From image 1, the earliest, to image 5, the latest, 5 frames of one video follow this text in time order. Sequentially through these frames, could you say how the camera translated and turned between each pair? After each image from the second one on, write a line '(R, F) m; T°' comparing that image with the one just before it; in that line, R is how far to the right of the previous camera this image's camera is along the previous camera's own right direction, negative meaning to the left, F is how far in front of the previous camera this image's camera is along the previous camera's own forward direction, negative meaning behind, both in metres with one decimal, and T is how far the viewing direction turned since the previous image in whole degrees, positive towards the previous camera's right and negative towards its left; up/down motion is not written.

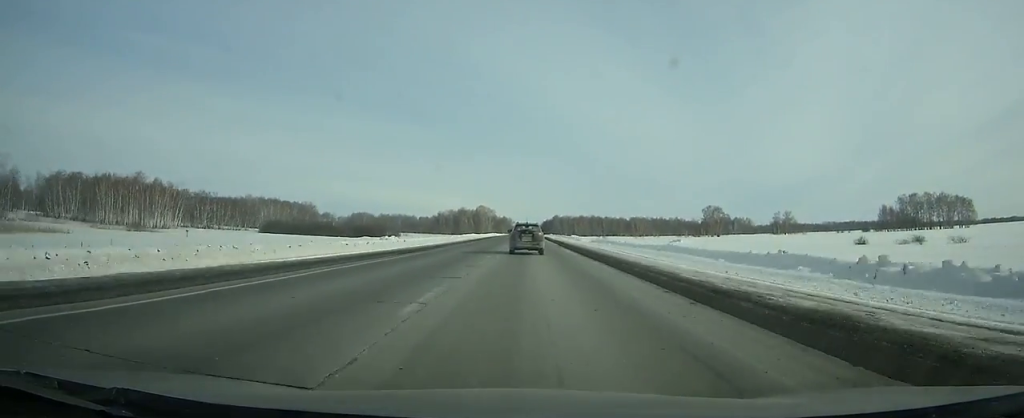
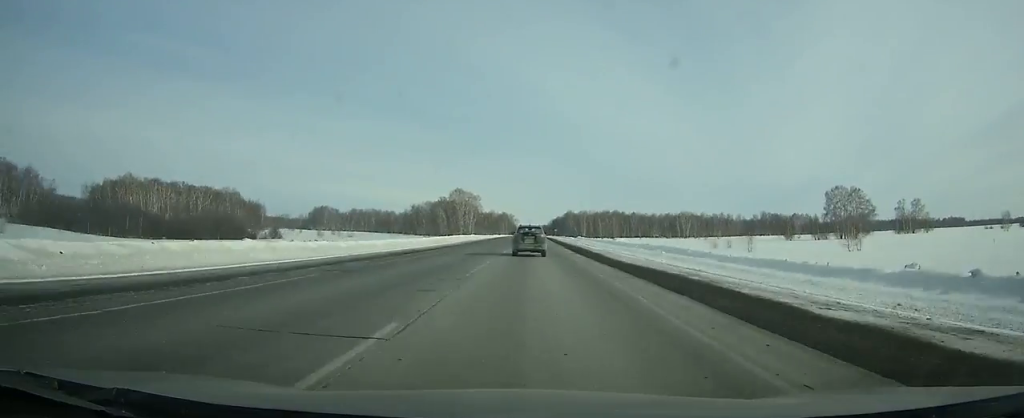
(-0.4, +149.2) m; 0°
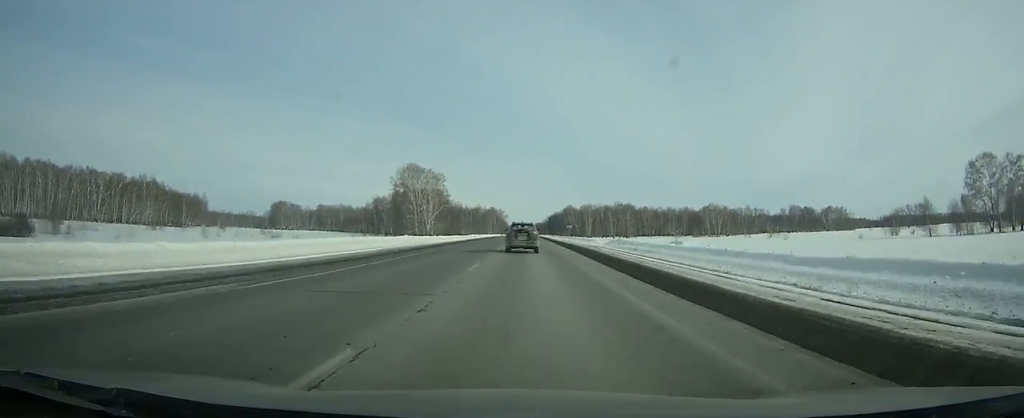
(+0.2, +80.9) m; 0°
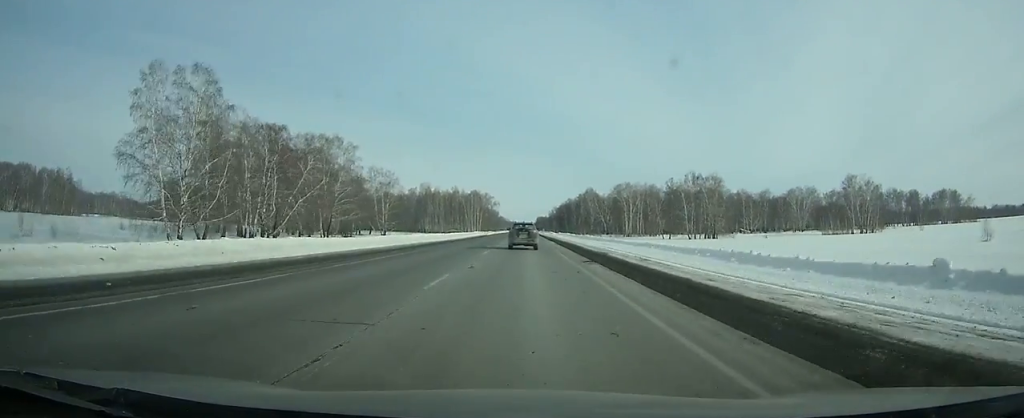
(+0.3, +151.2) m; 0°
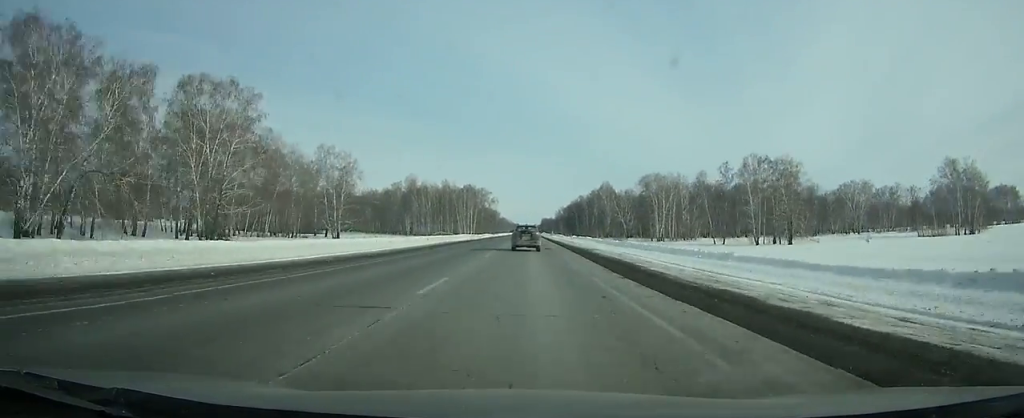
(-0.1, +48.9) m; 0°
